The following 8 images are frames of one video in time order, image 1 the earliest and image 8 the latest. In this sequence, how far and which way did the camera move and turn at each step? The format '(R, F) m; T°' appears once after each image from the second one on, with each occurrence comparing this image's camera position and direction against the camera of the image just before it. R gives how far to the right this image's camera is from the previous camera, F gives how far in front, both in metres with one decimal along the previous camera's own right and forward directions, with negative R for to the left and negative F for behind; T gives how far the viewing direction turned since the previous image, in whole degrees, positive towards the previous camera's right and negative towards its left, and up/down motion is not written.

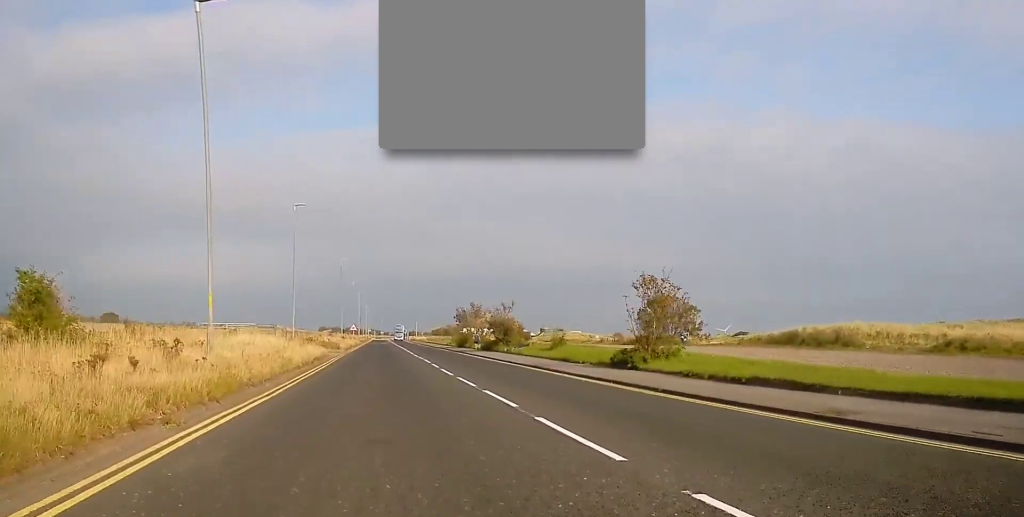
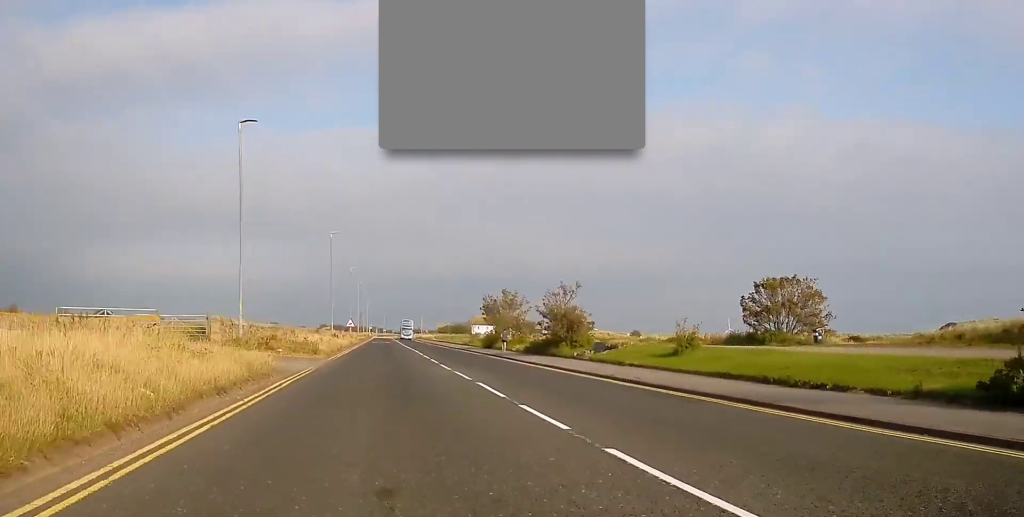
(-0.3, +22.5) m; -1°
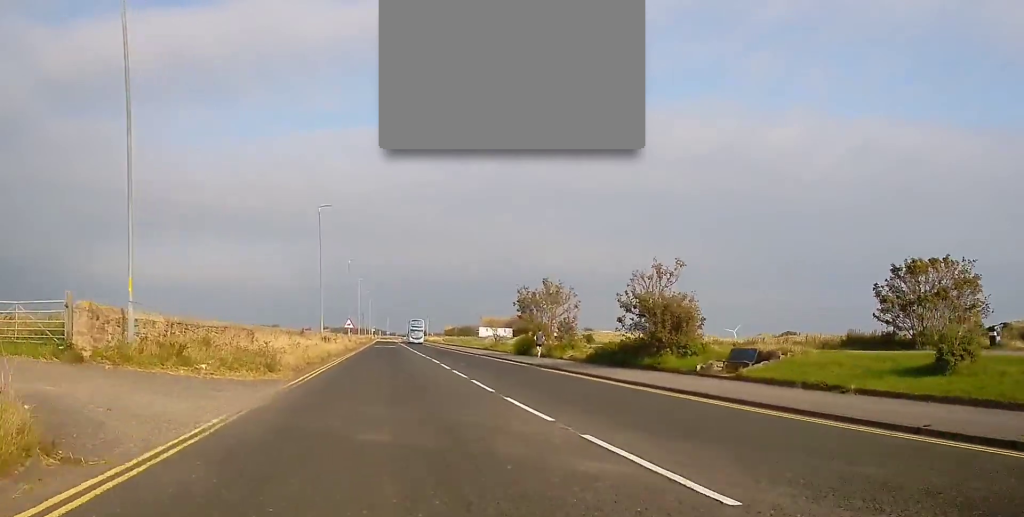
(0.0, +16.2) m; +1°
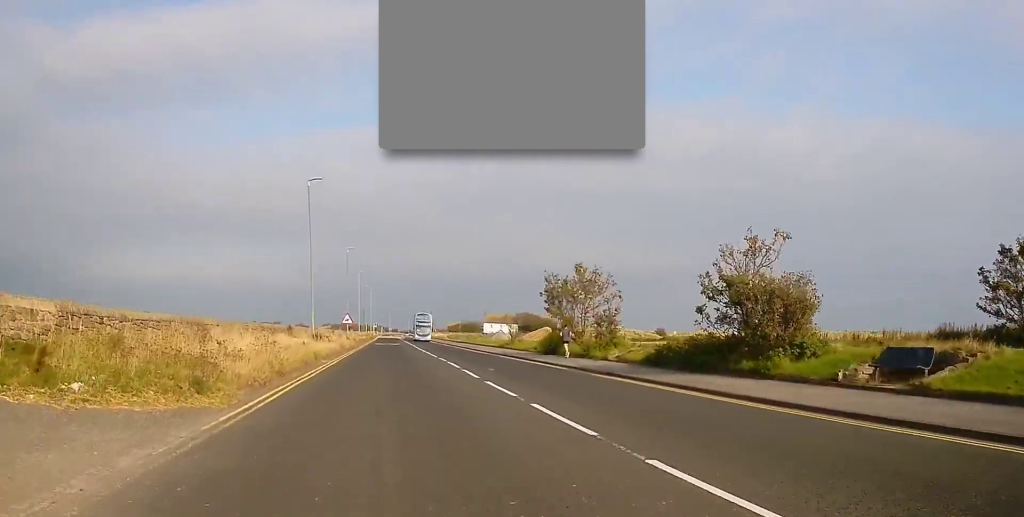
(+0.1, +8.6) m; 0°
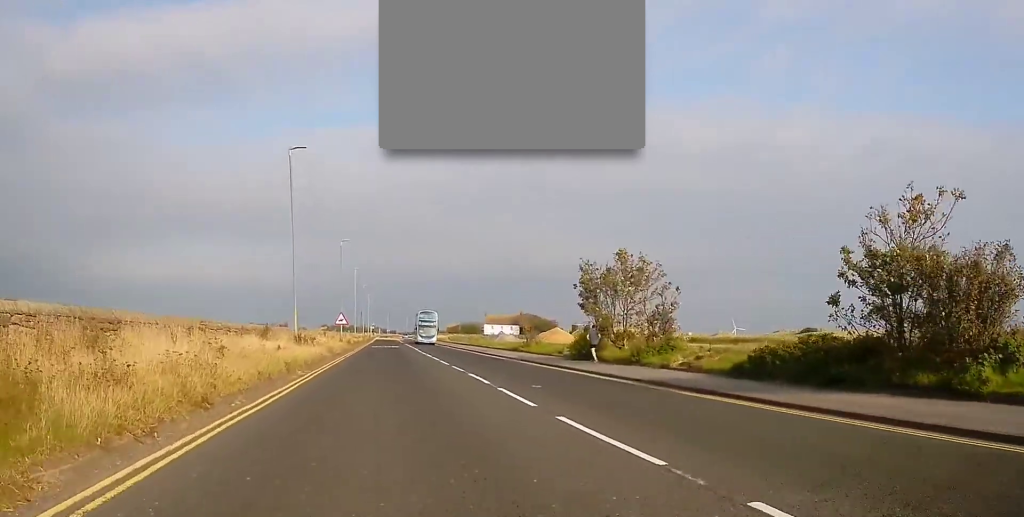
(0.0, +8.5) m; 0°
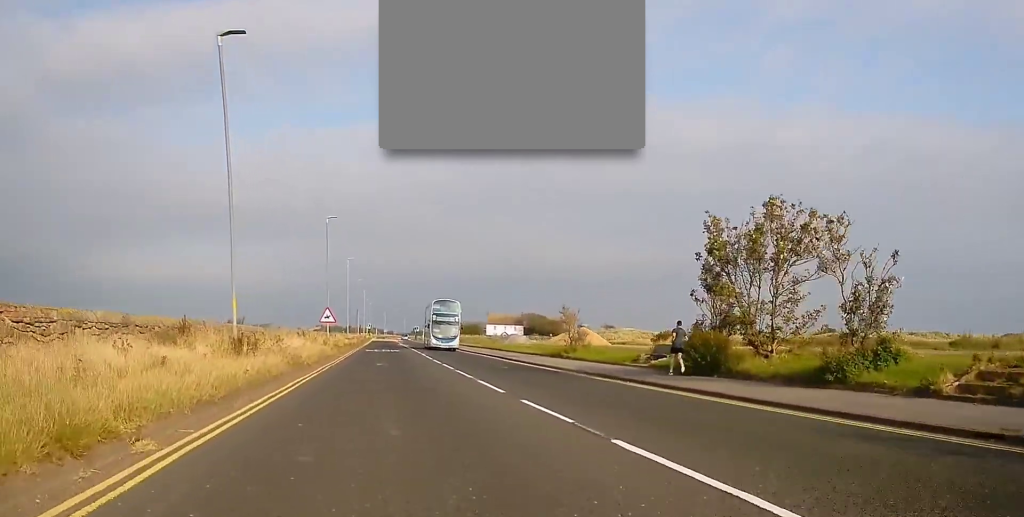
(0.0, +15.5) m; 0°
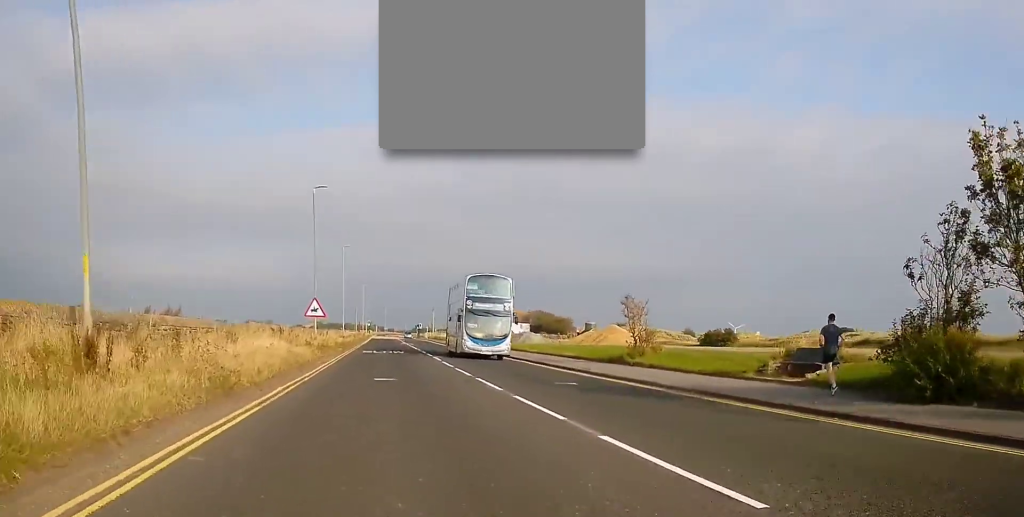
(0.0, +12.0) m; 0°
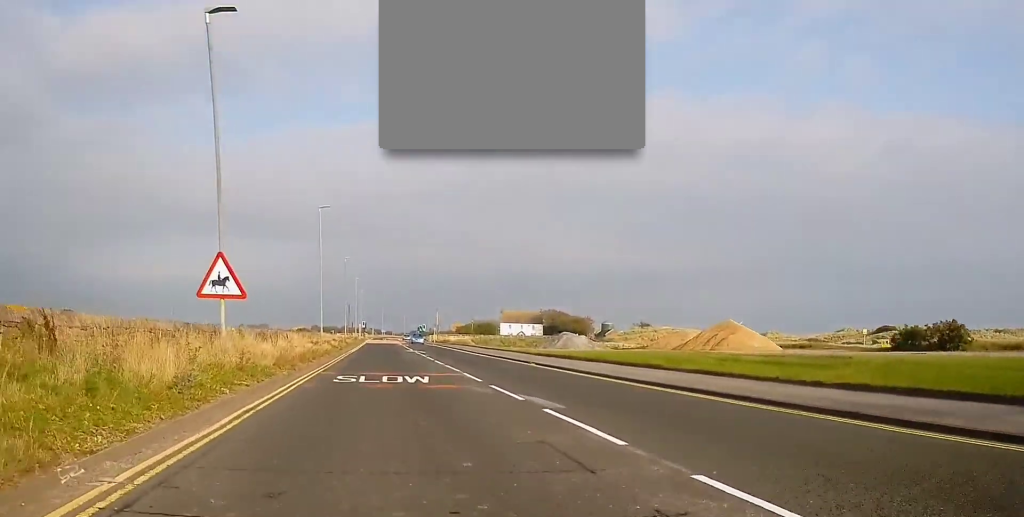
(-0.5, +27.6) m; 0°
